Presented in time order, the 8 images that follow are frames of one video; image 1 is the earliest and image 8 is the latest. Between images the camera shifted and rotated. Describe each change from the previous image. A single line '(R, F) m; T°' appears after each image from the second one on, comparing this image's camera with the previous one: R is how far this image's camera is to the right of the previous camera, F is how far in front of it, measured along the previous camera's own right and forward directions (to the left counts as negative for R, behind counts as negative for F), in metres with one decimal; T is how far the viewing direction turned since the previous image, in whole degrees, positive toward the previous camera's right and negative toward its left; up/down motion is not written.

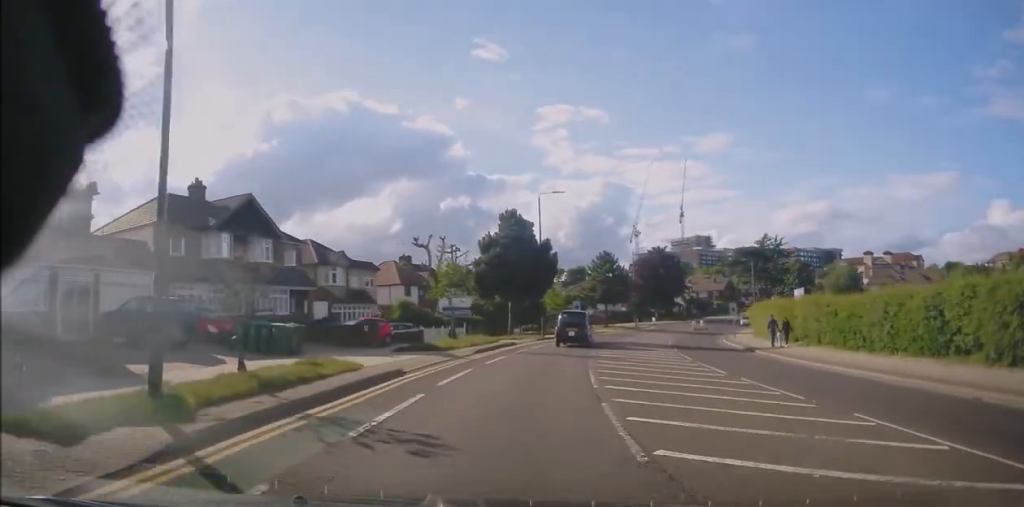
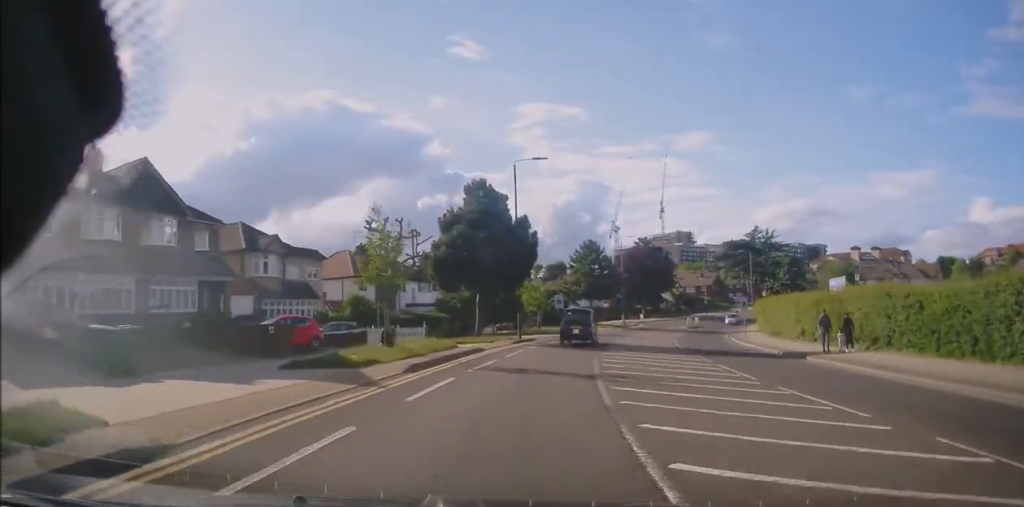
(+0.2, +8.6) m; +2°
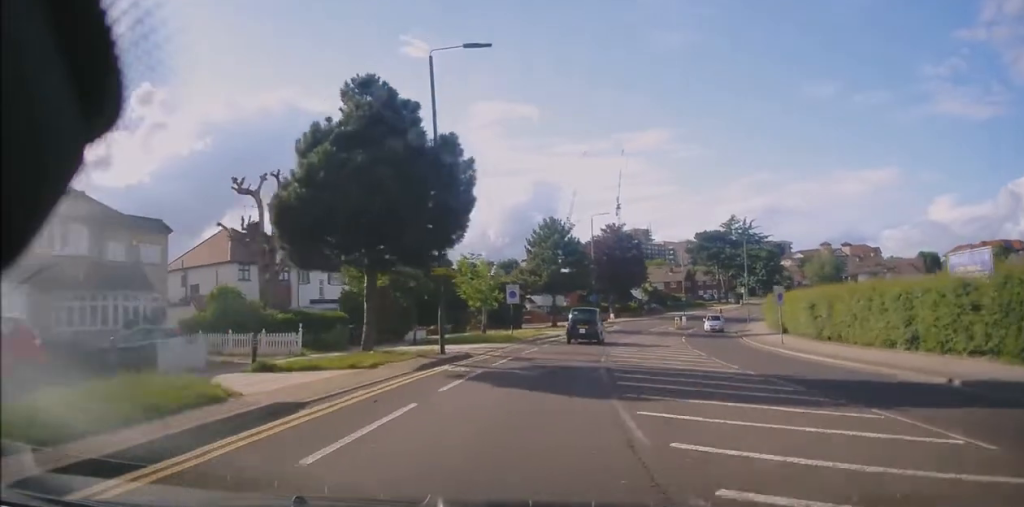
(+0.4, +15.2) m; +5°
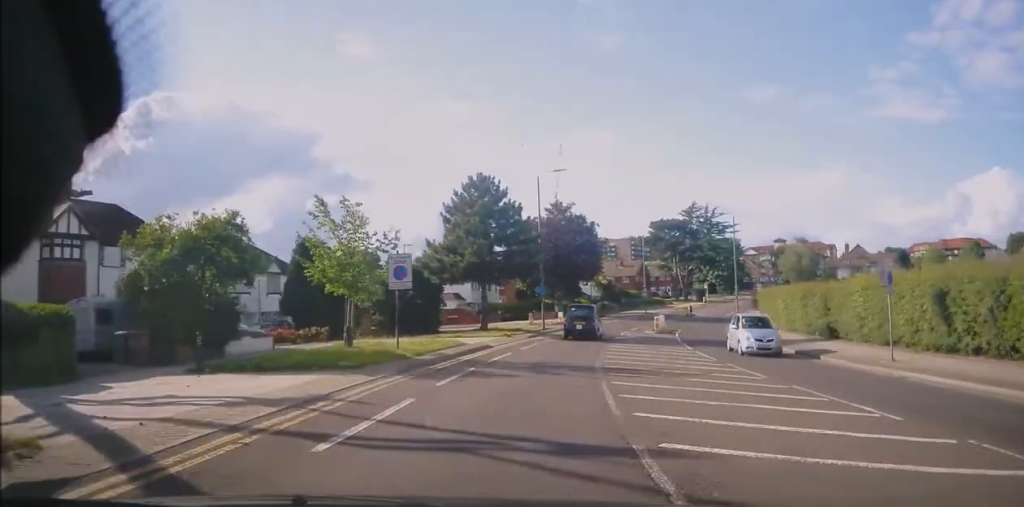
(+1.0, +15.9) m; +6°
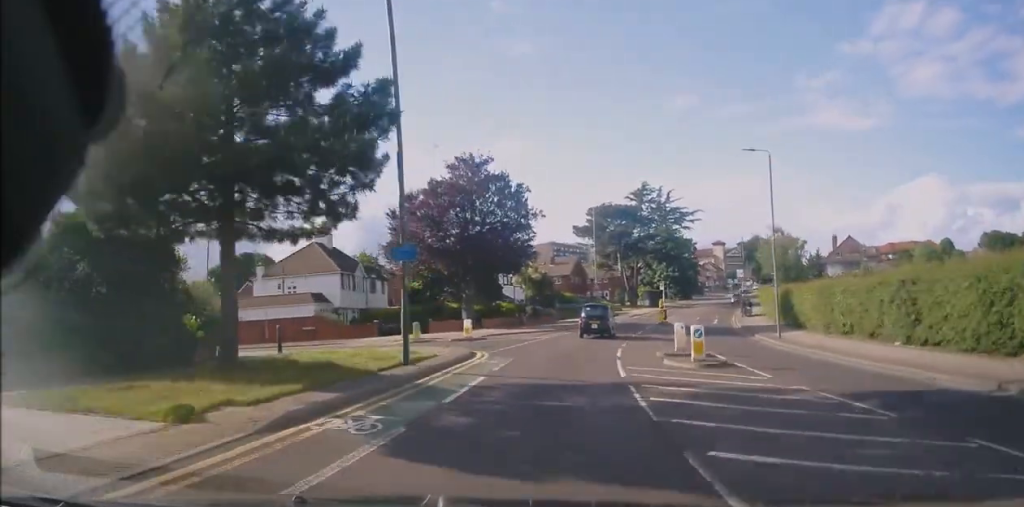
(+1.5, +23.5) m; +8°
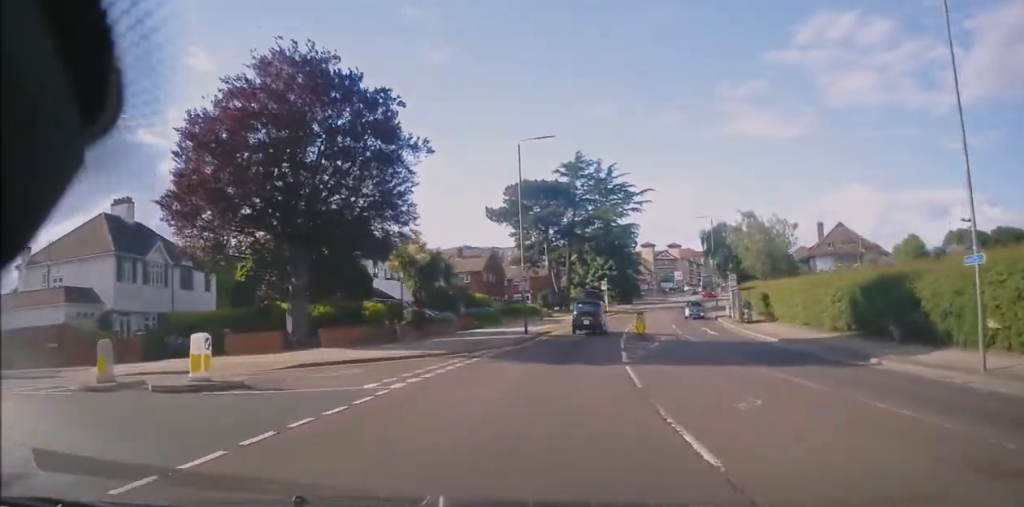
(+1.4, +20.2) m; +8°
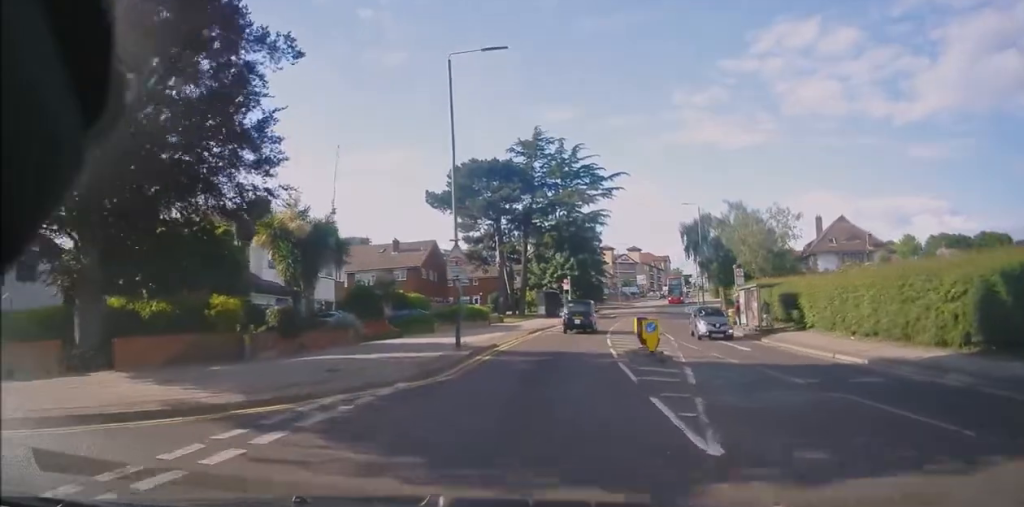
(+0.4, +11.6) m; +5°
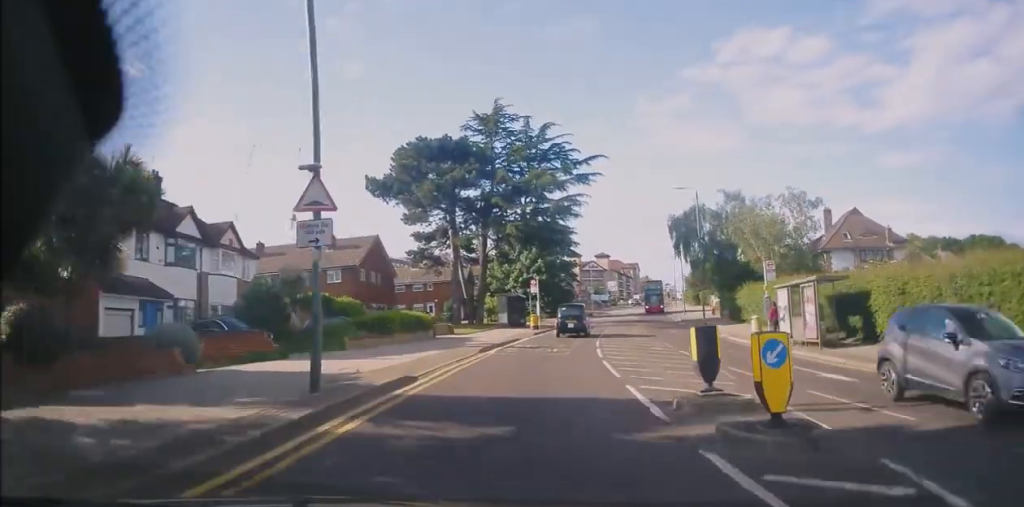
(+0.4, +10.4) m; +3°
